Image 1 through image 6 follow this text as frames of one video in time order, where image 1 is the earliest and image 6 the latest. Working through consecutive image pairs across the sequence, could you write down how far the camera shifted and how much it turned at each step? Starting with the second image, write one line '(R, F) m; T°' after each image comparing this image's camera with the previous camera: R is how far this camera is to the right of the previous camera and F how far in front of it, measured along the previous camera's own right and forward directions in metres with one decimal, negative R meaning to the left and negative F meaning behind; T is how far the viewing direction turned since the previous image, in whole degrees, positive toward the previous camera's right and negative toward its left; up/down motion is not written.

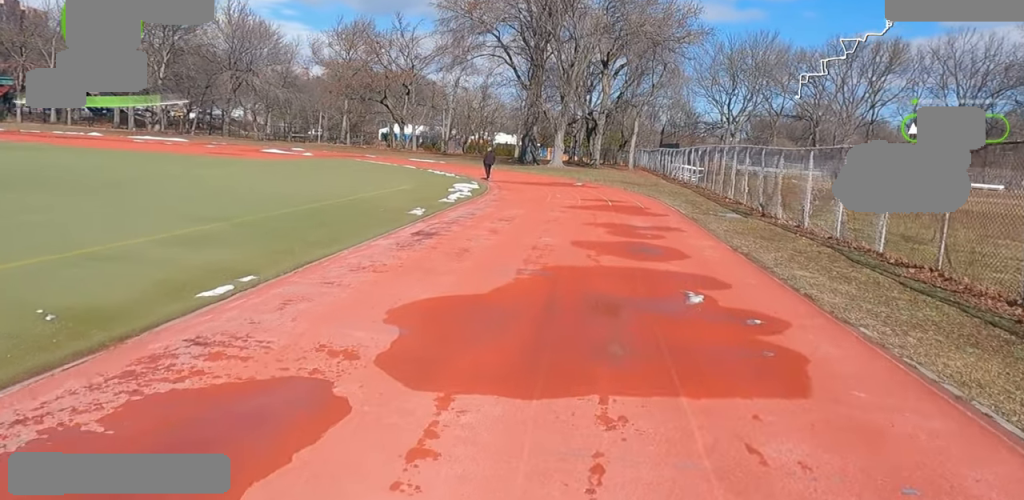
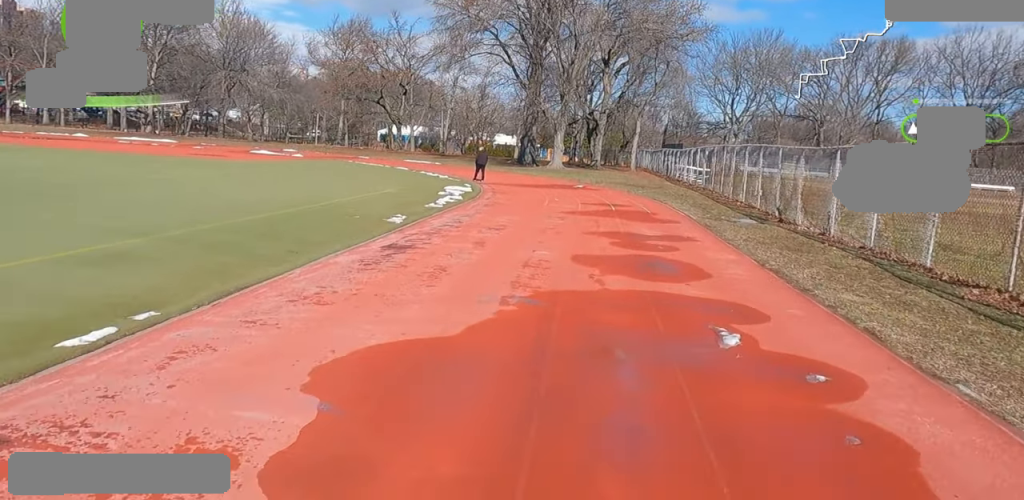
(-0.1, +2.2) m; -3°
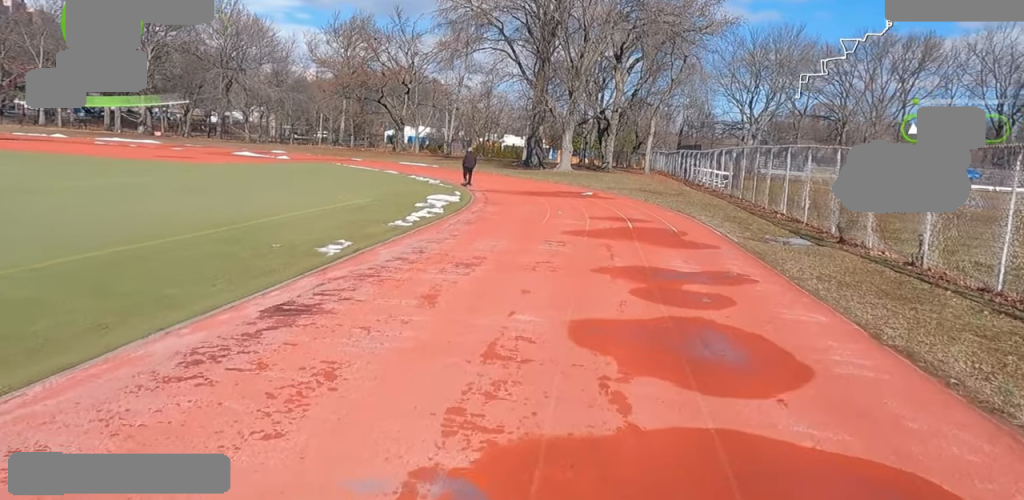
(-0.6, +4.6) m; -6°
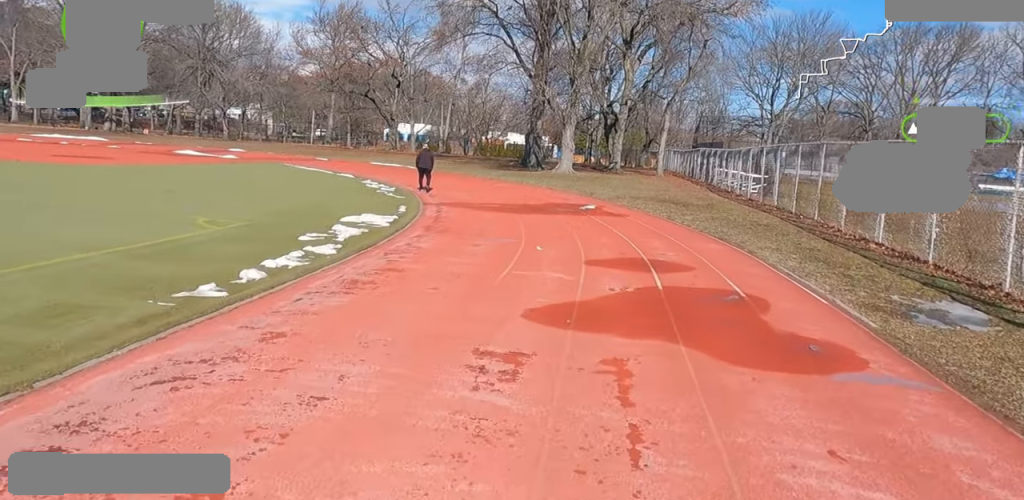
(+0.6, +7.2) m; +4°
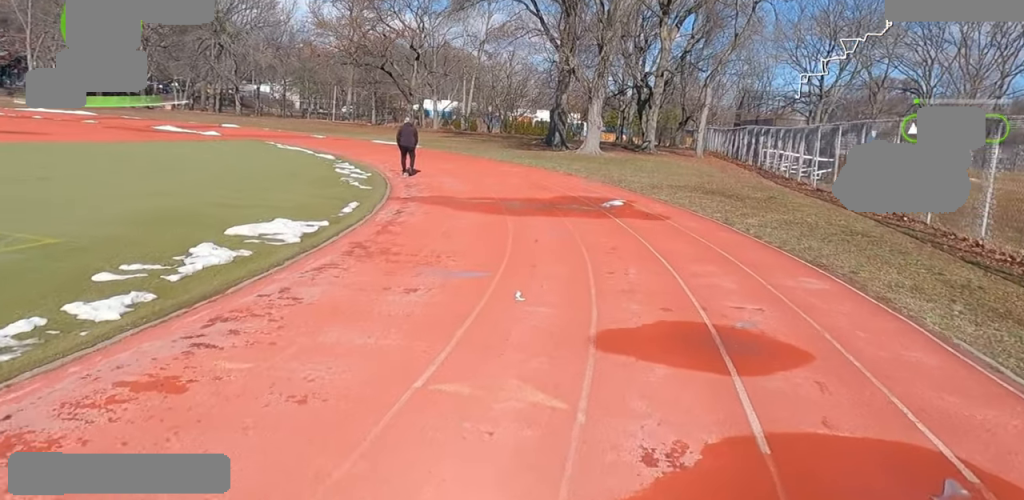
(-0.2, +5.0) m; -5°
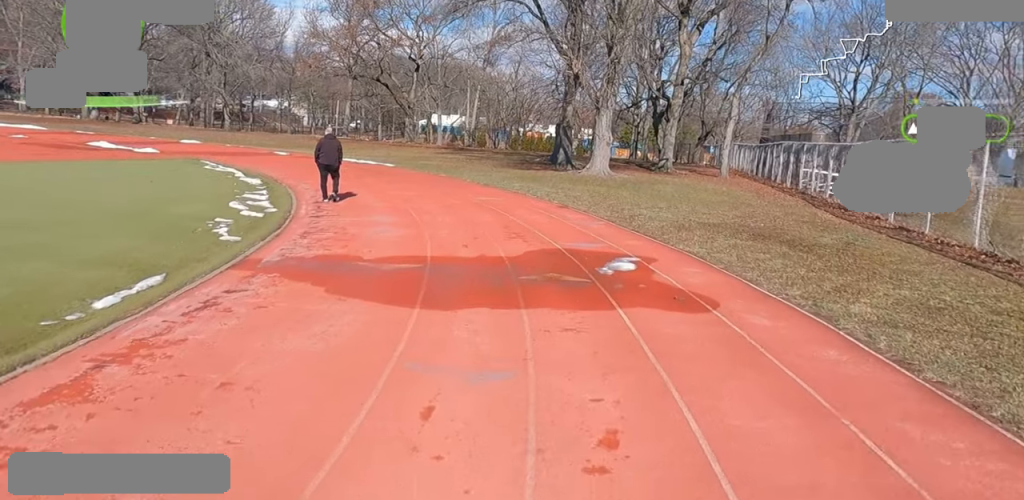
(-1.0, +6.1) m; -16°
